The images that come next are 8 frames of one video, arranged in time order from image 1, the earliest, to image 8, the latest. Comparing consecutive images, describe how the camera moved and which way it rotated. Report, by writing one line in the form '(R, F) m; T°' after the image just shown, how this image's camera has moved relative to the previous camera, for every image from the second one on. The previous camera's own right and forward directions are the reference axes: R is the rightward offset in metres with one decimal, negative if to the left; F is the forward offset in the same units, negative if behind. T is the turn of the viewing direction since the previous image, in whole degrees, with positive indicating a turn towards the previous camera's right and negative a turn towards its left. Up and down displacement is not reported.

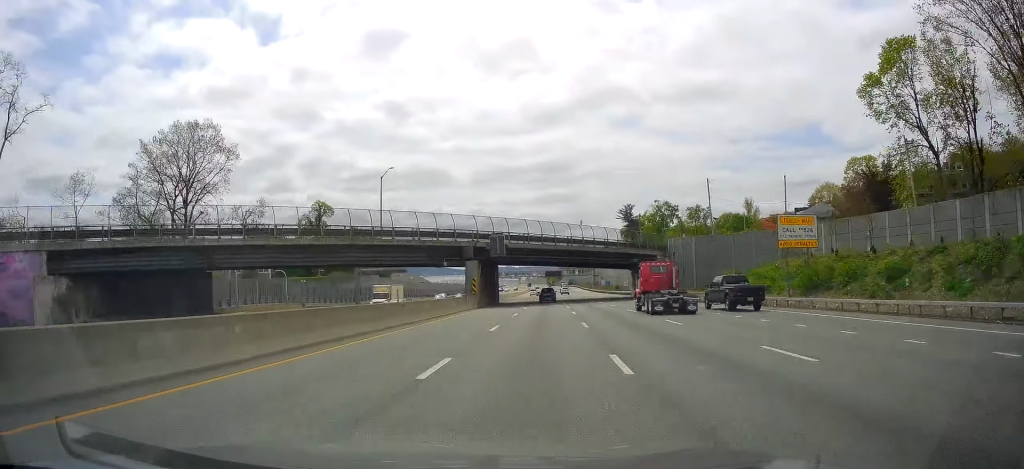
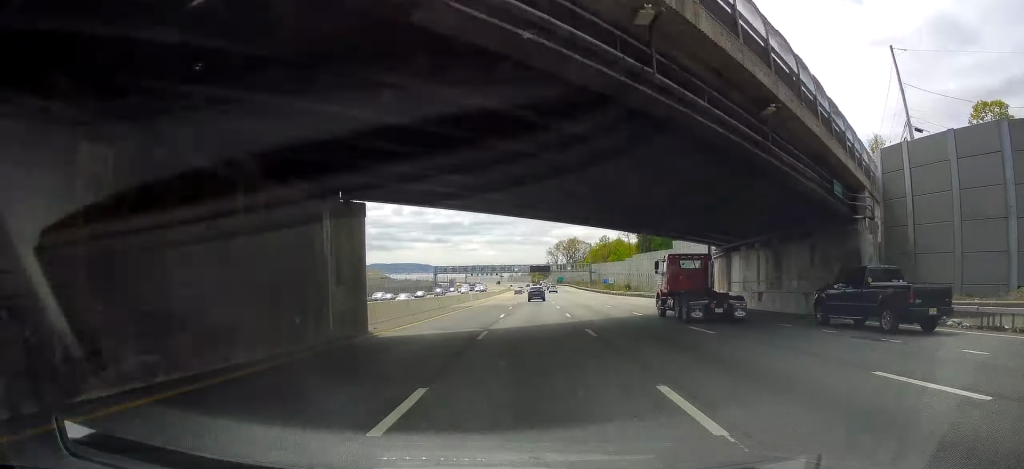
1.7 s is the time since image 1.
(+1.1, +52.9) m; +3°
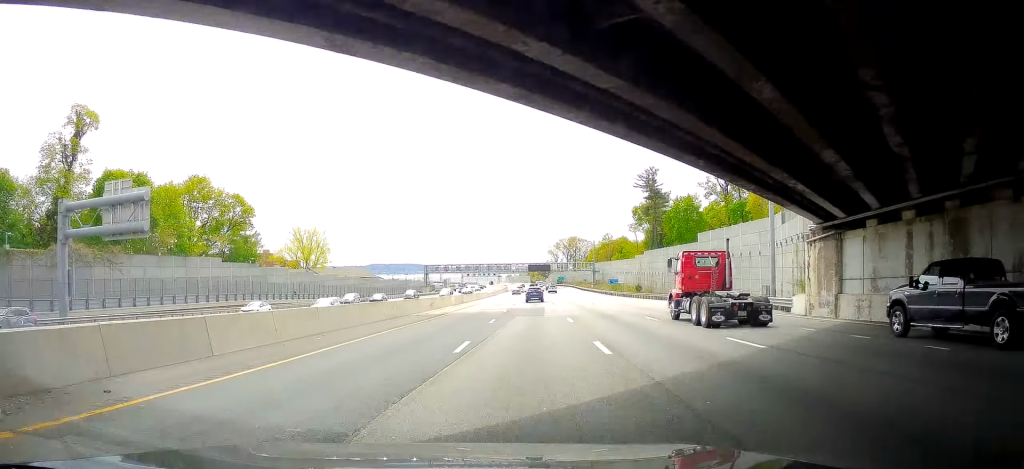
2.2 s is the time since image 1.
(+0.1, +16.8) m; 0°
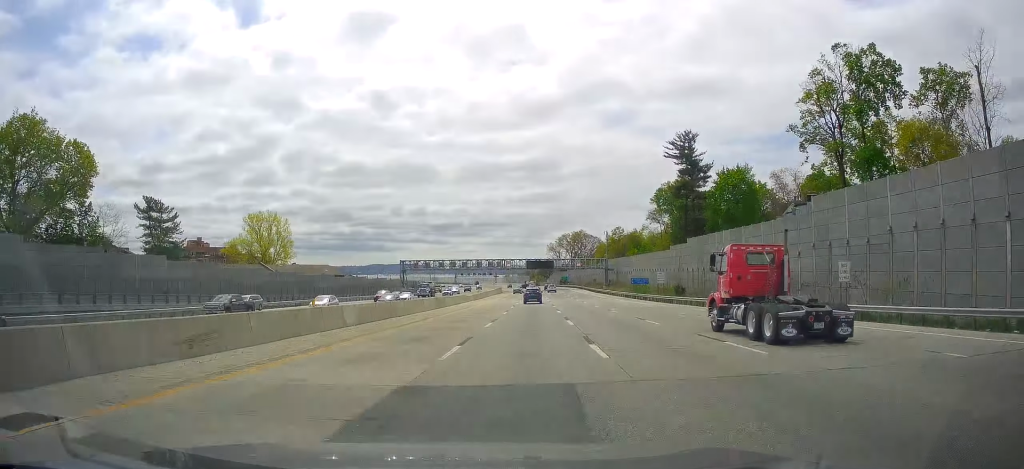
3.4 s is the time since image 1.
(+0.2, +37.6) m; 0°
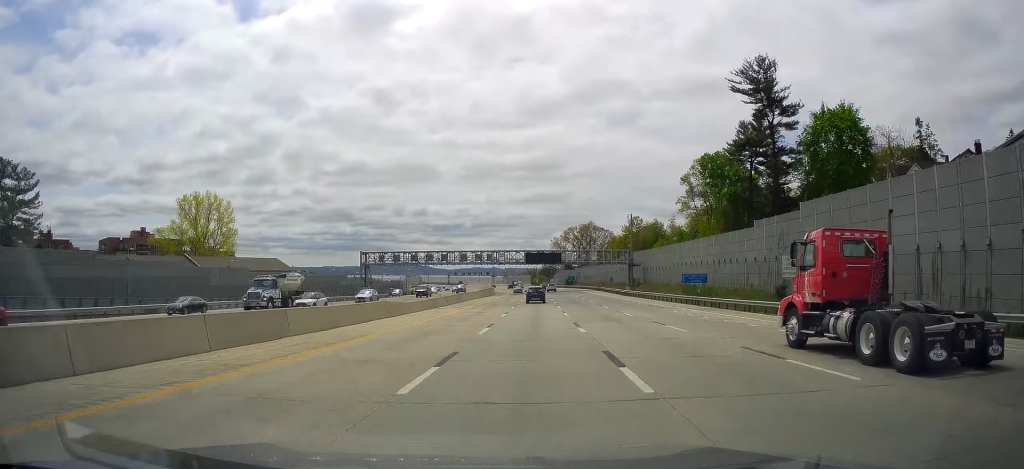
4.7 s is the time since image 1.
(-0.2, +41.2) m; -1°
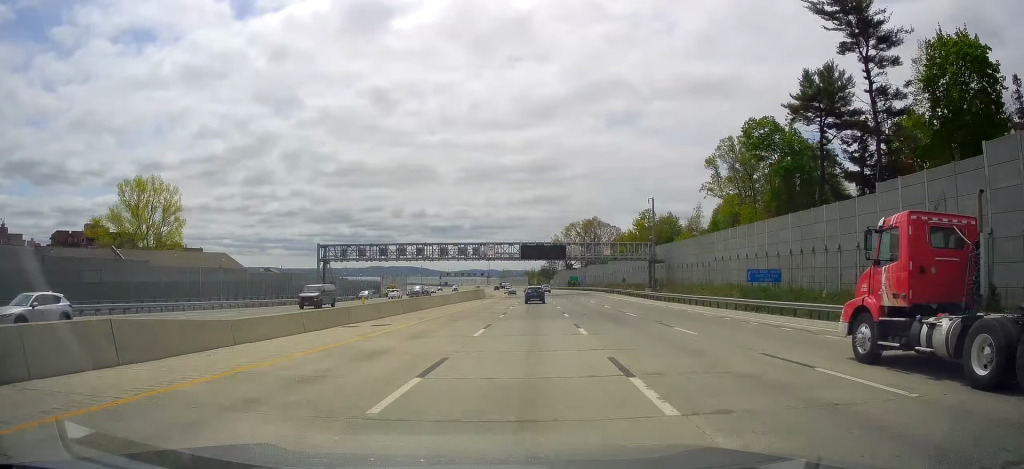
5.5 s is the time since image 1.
(-0.2, +25.8) m; 0°
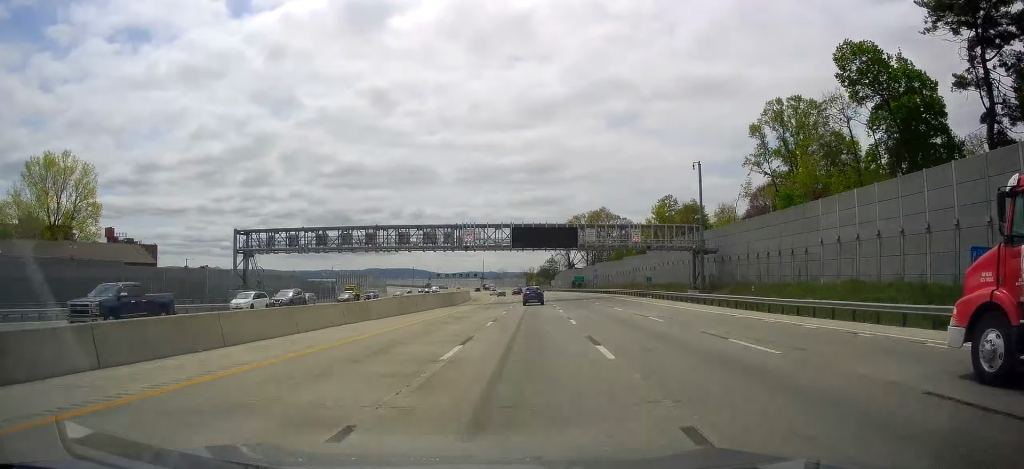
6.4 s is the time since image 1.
(+0.1, +31.1) m; +1°
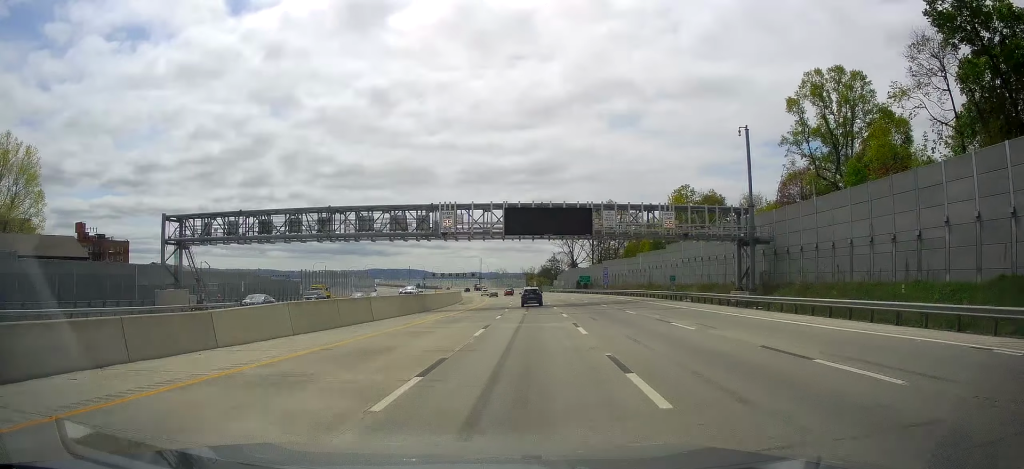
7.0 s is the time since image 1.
(+0.1, +17.3) m; 0°
